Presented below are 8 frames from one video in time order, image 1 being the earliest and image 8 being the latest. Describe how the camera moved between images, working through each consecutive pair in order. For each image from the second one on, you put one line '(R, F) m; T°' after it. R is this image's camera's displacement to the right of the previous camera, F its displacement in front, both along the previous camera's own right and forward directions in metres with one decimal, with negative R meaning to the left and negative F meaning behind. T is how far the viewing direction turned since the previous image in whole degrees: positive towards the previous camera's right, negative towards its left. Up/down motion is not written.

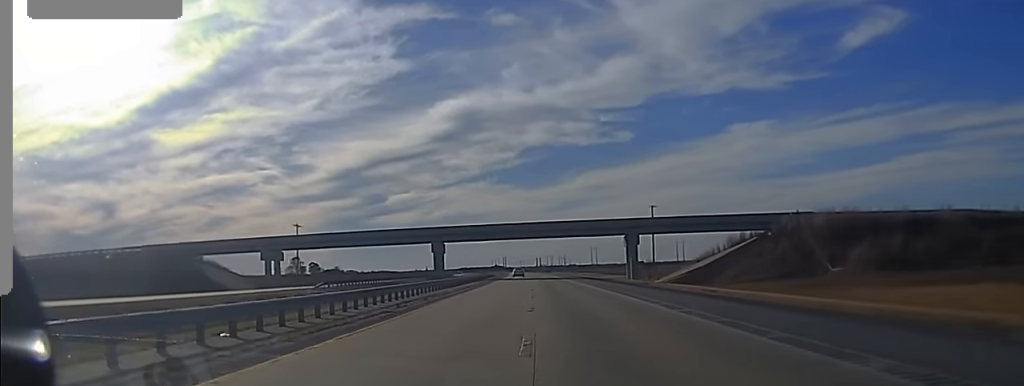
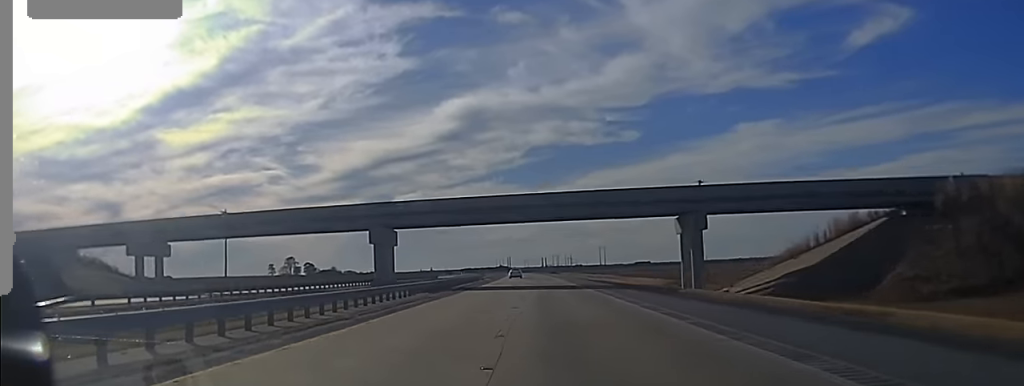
(-0.1, +43.2) m; 0°
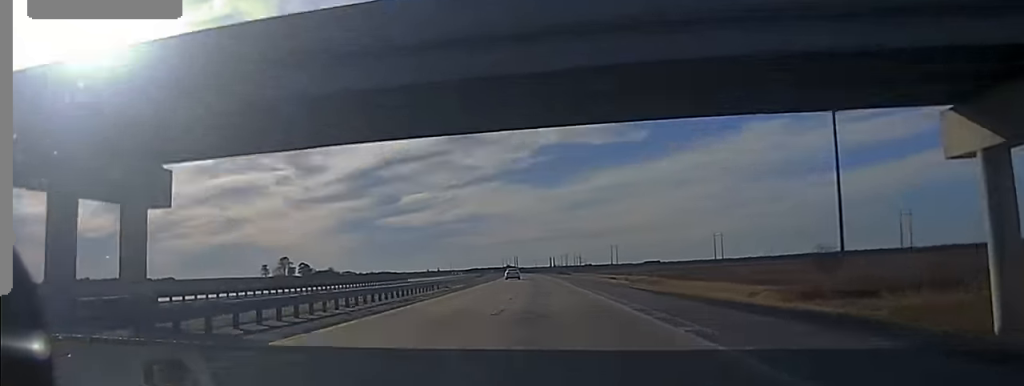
(+0.2, +54.4) m; 0°
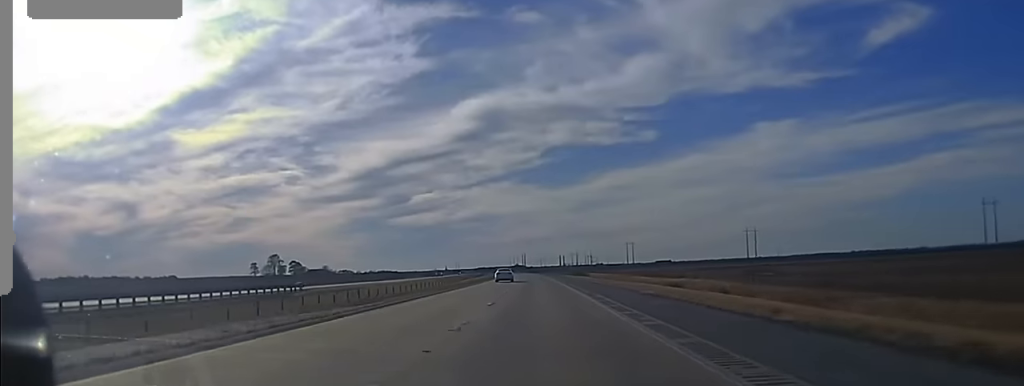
(-0.7, +64.2) m; -1°
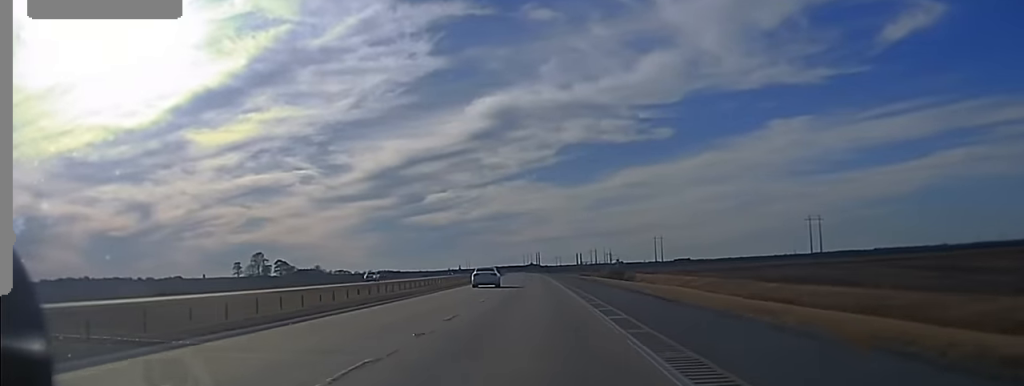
(-0.8, +93.5) m; -1°
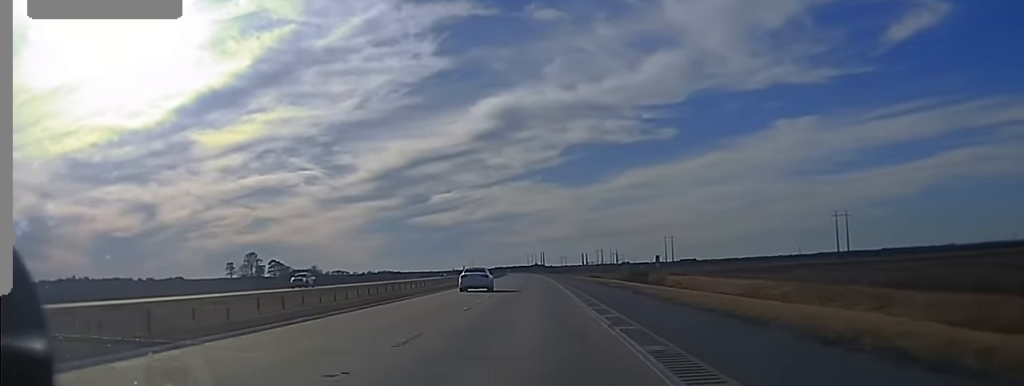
(+0.1, +28.8) m; 0°
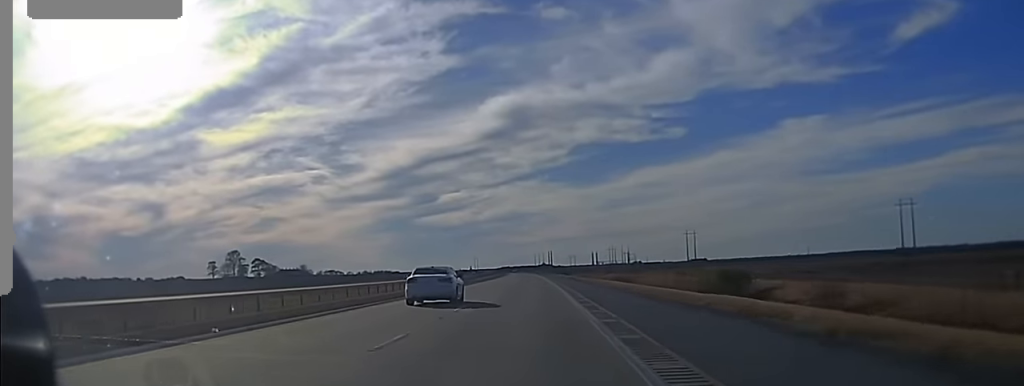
(-0.4, +63.4) m; -1°
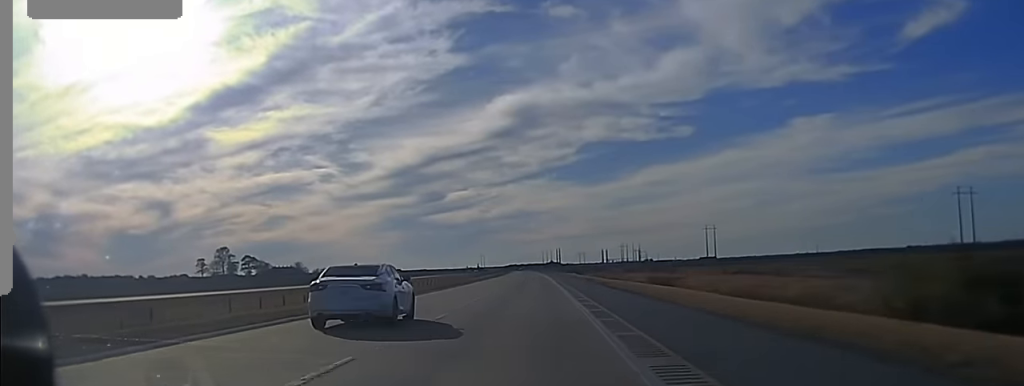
(-0.3, +40.5) m; -1°
